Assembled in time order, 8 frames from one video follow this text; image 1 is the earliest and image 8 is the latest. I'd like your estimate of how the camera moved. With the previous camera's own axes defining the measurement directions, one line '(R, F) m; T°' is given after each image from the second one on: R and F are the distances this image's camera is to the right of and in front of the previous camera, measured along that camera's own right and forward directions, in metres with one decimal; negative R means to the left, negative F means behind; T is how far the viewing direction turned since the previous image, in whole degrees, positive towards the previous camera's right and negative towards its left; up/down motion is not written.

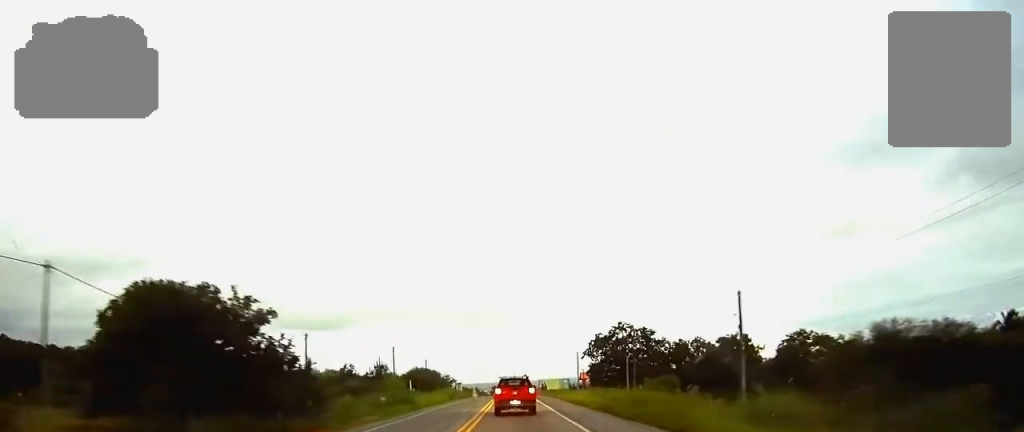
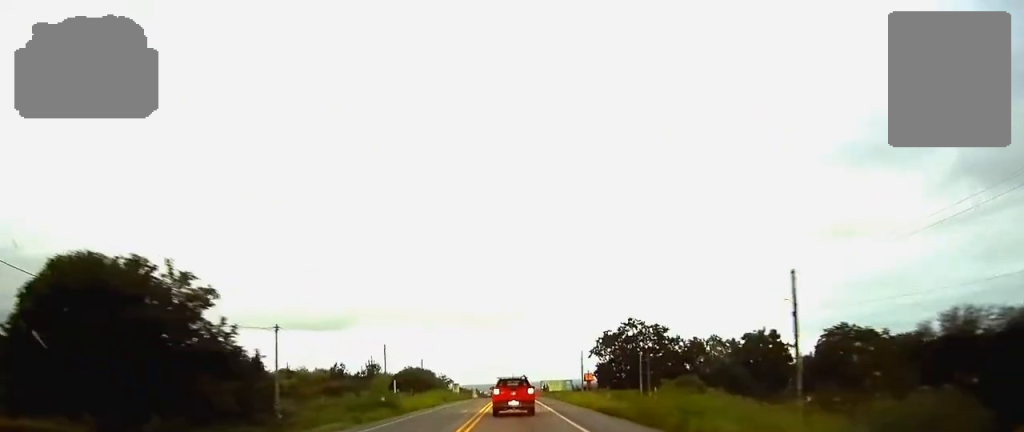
(0.0, +7.7) m; 0°
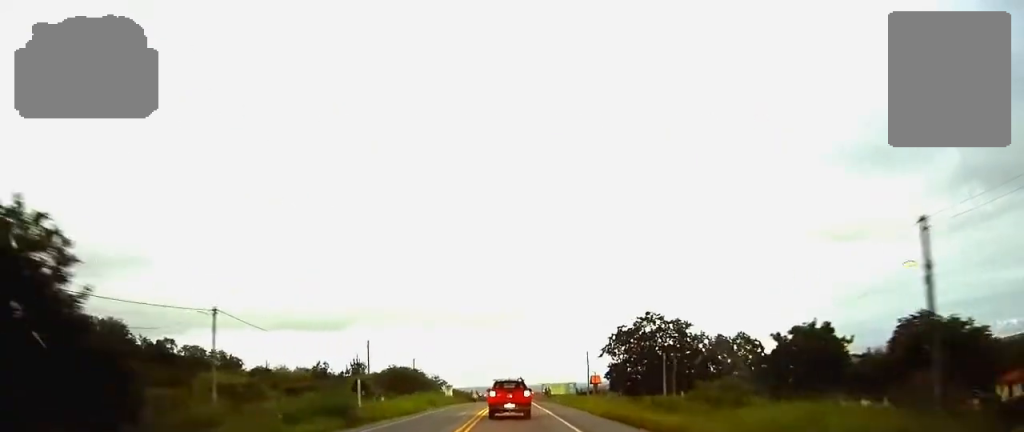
(0.0, +11.2) m; 0°
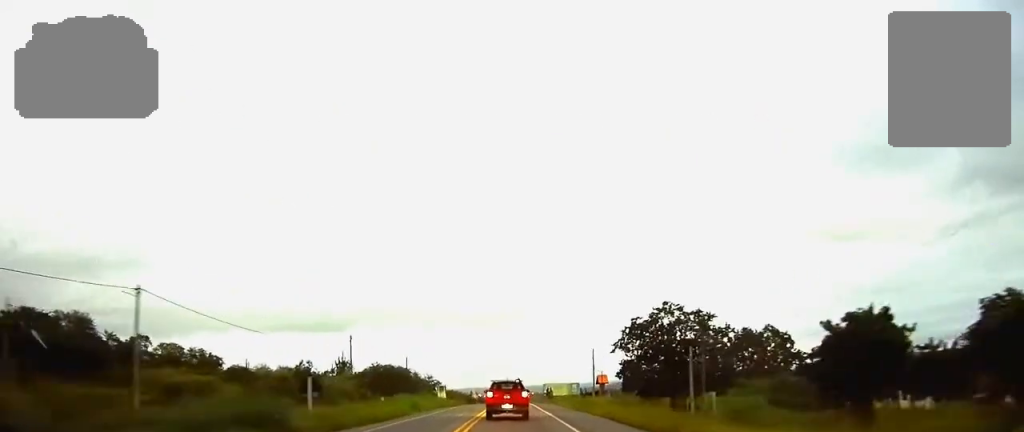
(+0.1, +9.1) m; 0°
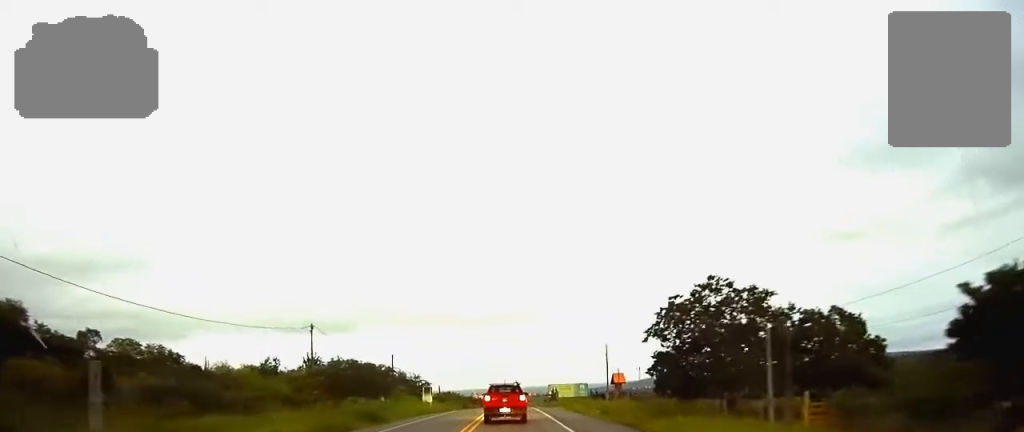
(0.0, +15.7) m; 0°
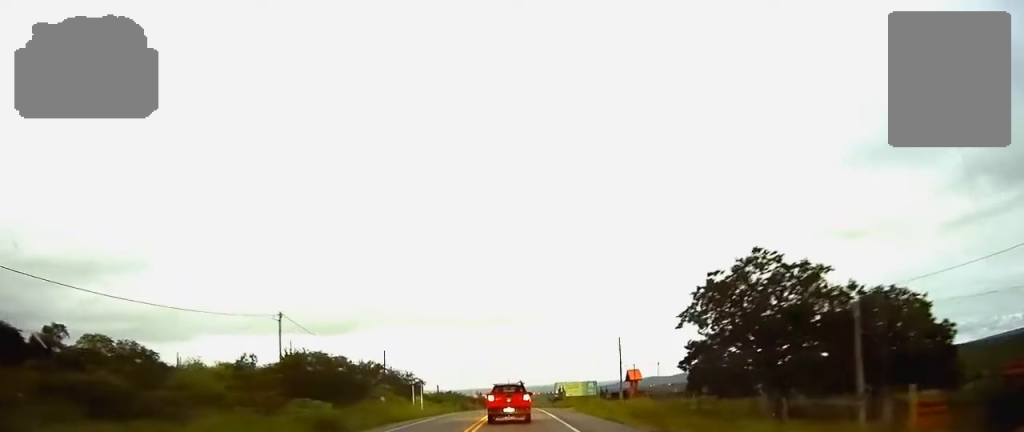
(0.0, +9.5) m; 0°
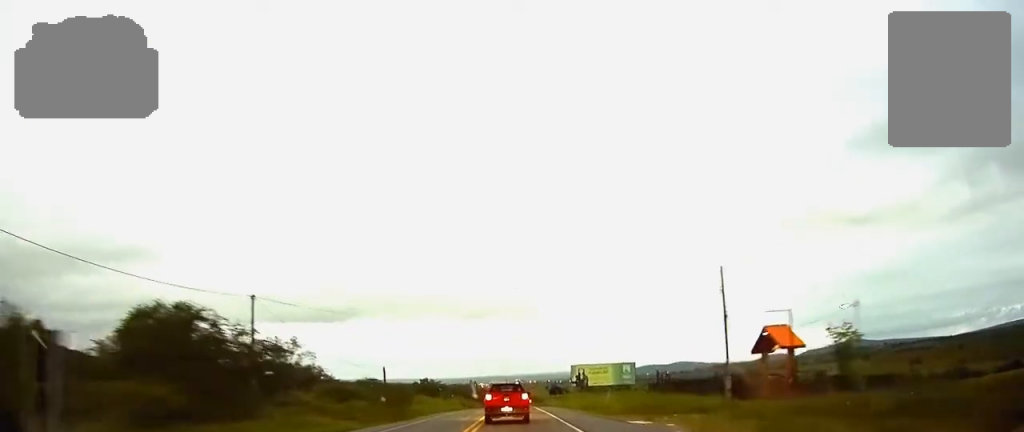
(-0.2, +49.3) m; 0°
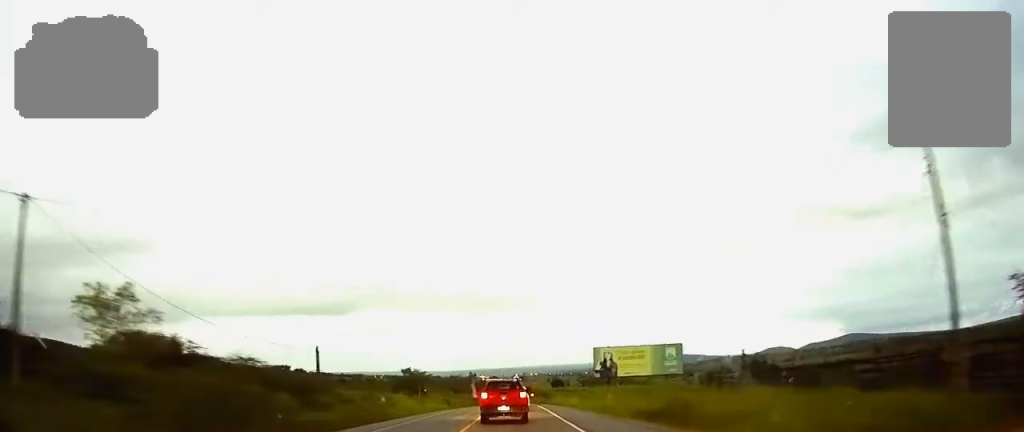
(+0.1, +26.5) m; -1°
